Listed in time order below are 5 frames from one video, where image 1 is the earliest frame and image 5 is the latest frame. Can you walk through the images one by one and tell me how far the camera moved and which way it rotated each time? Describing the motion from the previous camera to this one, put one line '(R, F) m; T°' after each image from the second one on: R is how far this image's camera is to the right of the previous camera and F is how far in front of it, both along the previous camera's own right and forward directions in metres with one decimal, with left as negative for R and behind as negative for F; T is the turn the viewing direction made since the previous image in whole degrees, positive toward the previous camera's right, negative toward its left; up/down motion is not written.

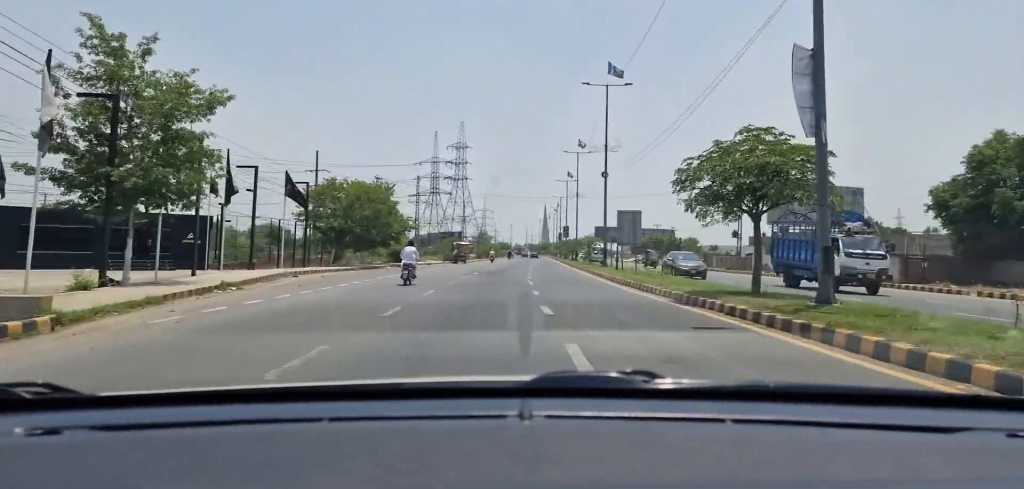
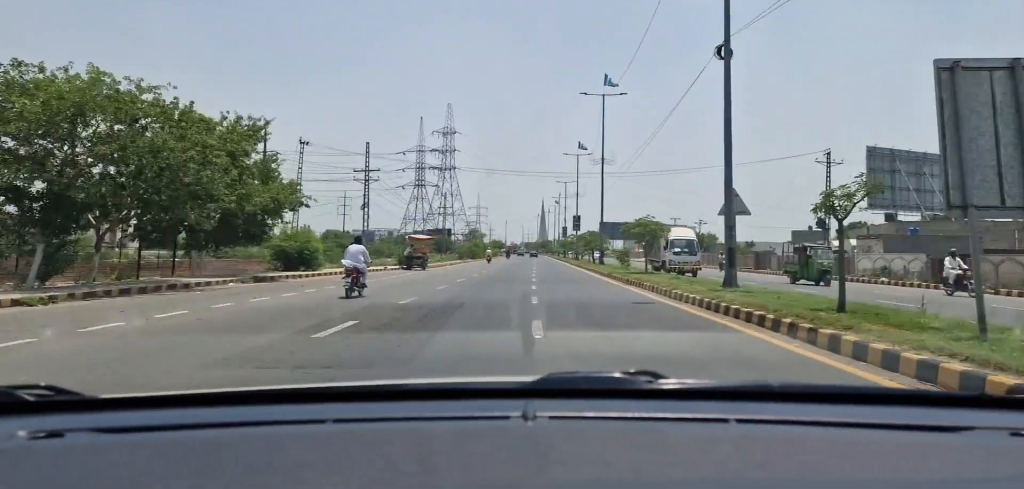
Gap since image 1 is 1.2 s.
(-0.2, +27.2) m; 0°
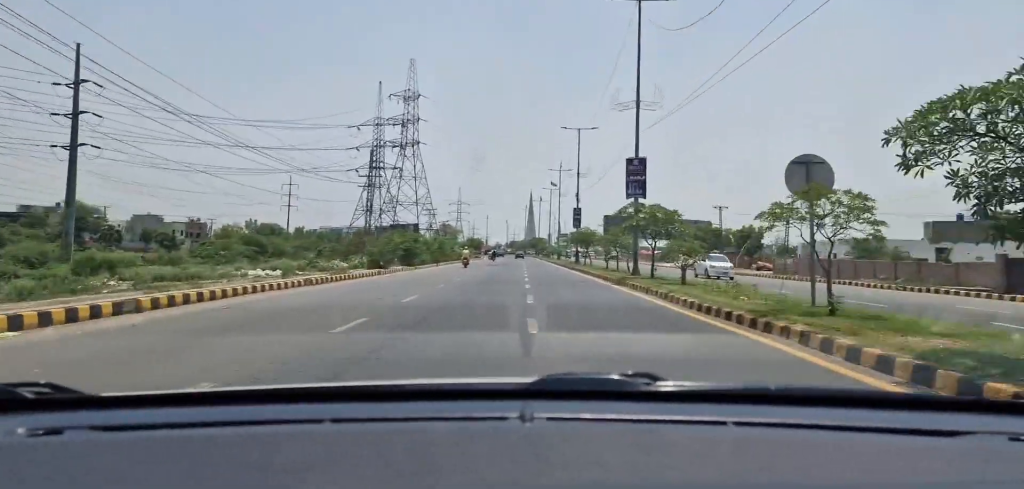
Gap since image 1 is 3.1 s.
(+1.2, +47.2) m; +2°
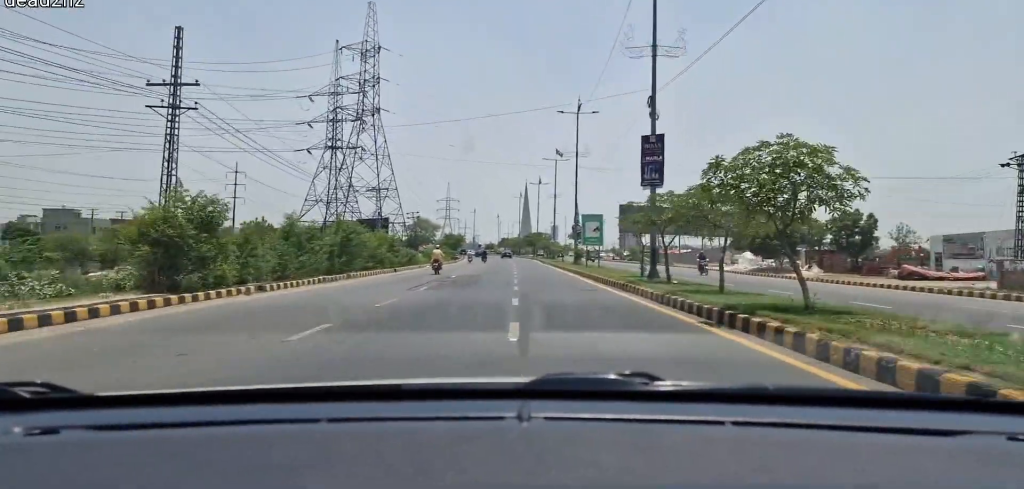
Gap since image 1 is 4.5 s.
(-0.2, +37.7) m; 0°
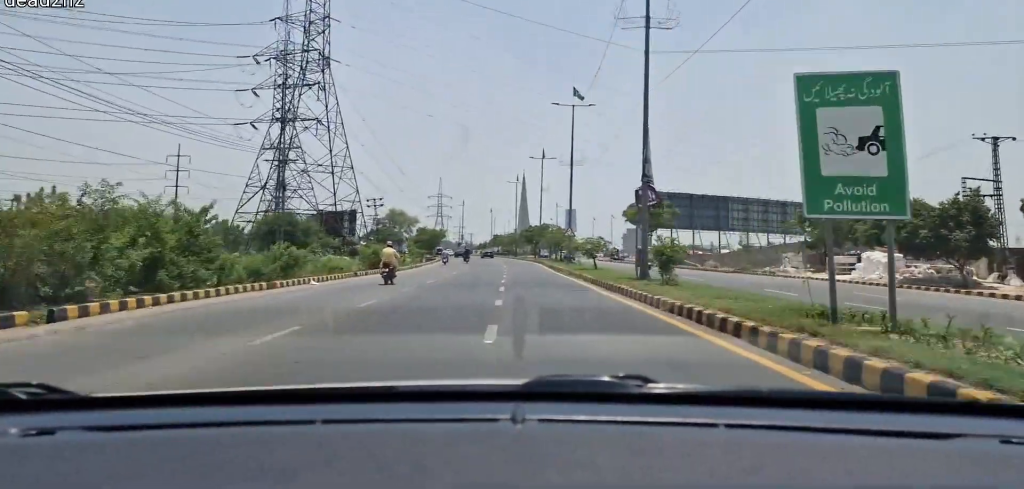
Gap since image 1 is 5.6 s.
(0.0, +30.7) m; -1°
